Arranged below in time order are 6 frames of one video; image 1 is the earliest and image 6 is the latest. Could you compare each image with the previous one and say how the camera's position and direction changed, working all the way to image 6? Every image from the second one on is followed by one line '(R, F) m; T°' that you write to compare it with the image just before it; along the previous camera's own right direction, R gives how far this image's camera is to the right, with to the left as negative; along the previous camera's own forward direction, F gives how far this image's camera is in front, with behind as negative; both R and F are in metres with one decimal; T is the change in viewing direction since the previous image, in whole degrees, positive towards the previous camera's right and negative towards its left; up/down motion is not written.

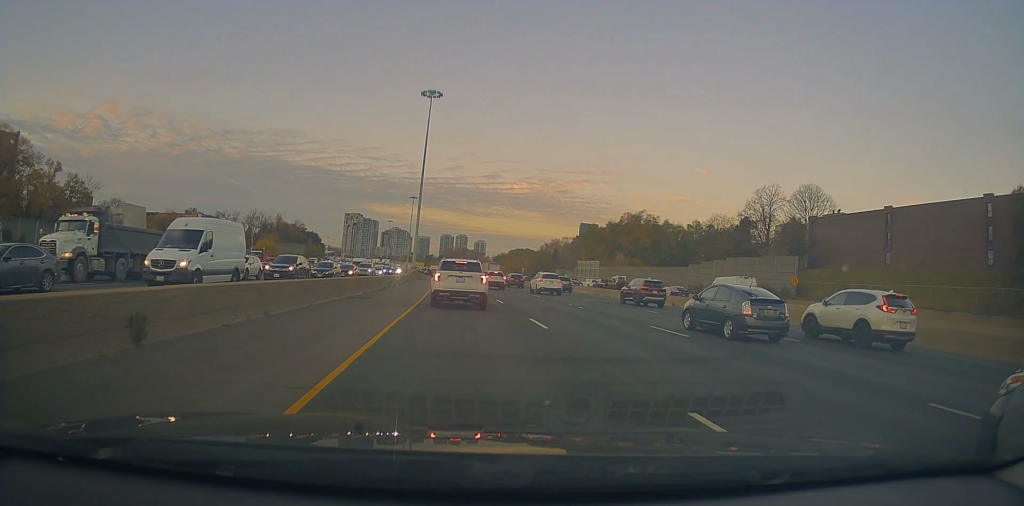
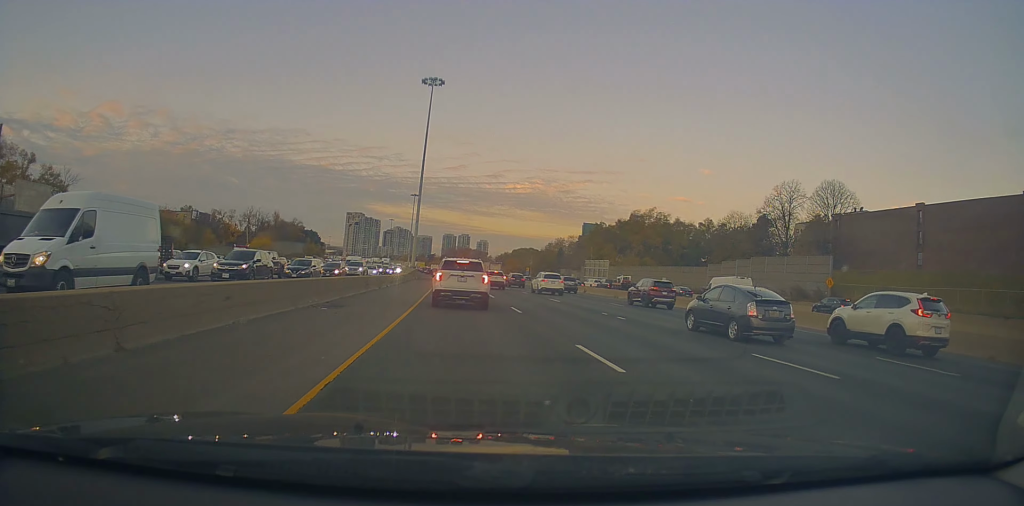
(+0.1, +6.4) m; 0°
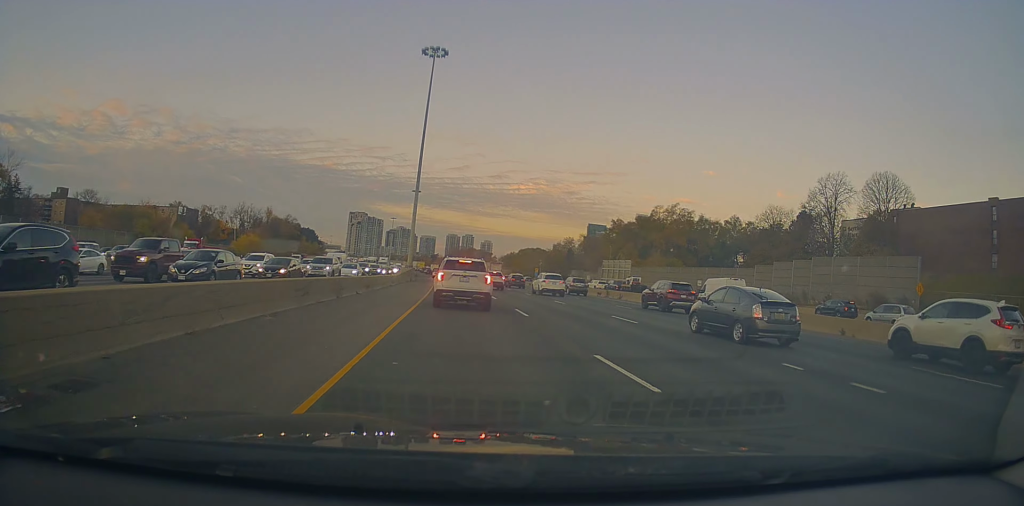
(+0.2, +13.4) m; 0°
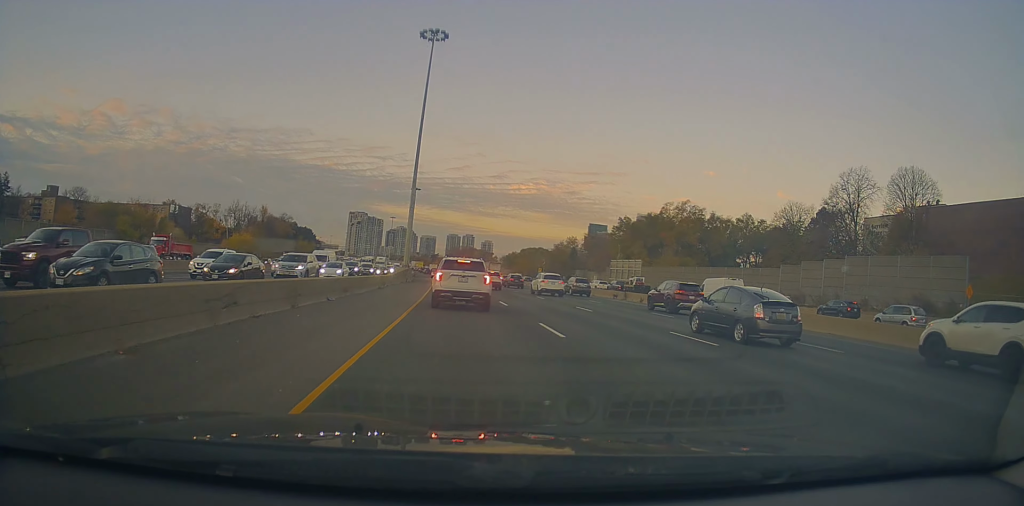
(0.0, +6.1) m; 0°
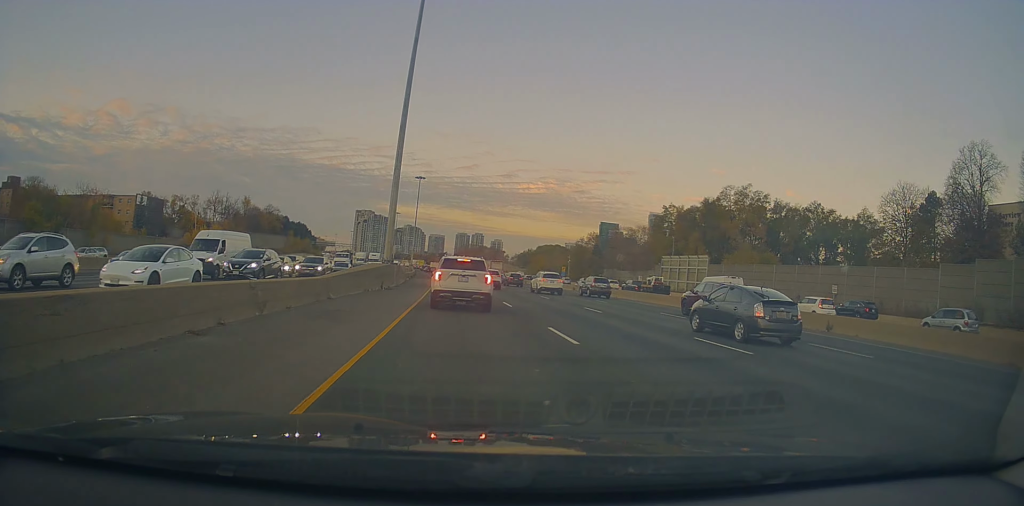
(-0.3, +25.4) m; -1°
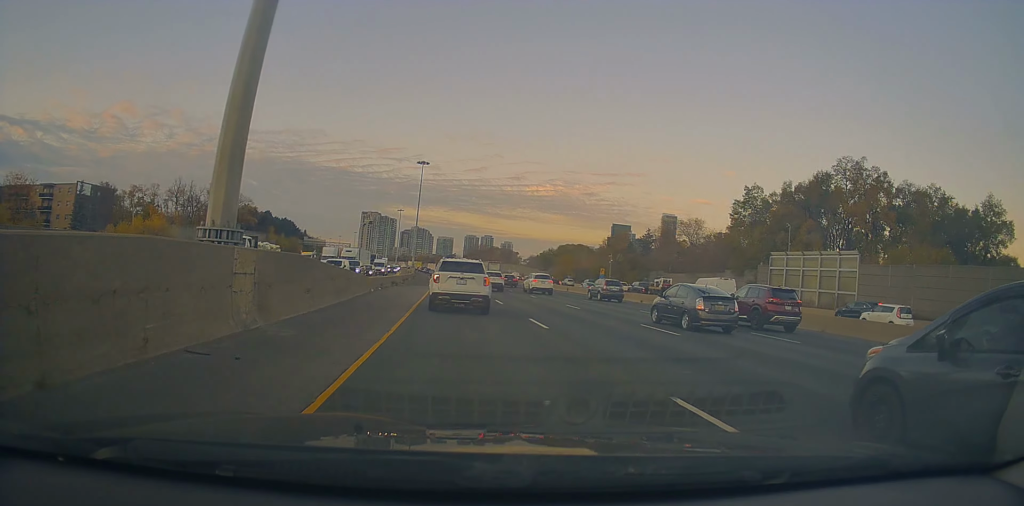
(-0.8, +32.0) m; -2°
